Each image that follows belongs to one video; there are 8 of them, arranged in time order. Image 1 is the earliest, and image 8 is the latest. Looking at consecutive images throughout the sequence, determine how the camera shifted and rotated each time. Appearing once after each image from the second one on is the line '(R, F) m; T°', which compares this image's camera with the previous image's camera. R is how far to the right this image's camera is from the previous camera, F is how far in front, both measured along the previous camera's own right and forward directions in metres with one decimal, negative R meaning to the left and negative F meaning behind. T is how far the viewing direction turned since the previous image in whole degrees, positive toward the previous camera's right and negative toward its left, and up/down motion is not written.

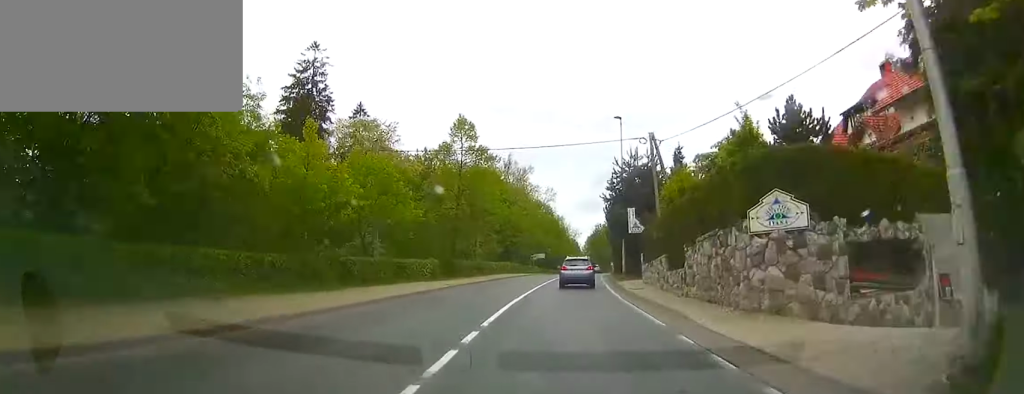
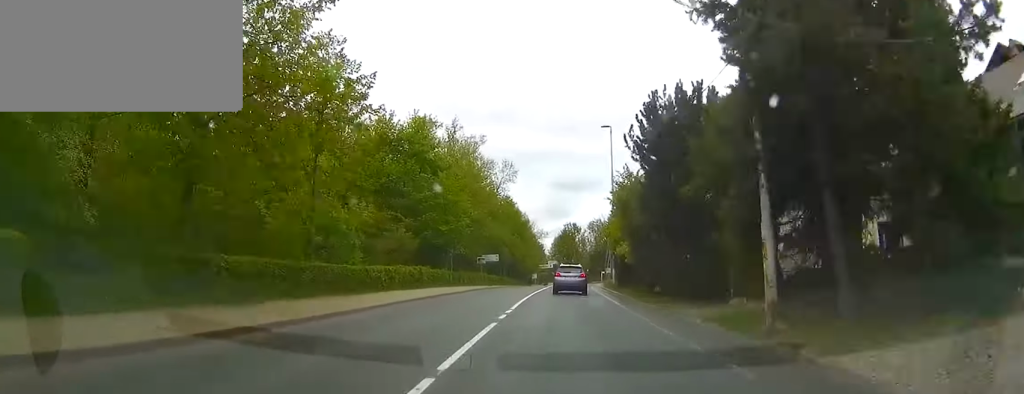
(+0.8, +28.7) m; +3°
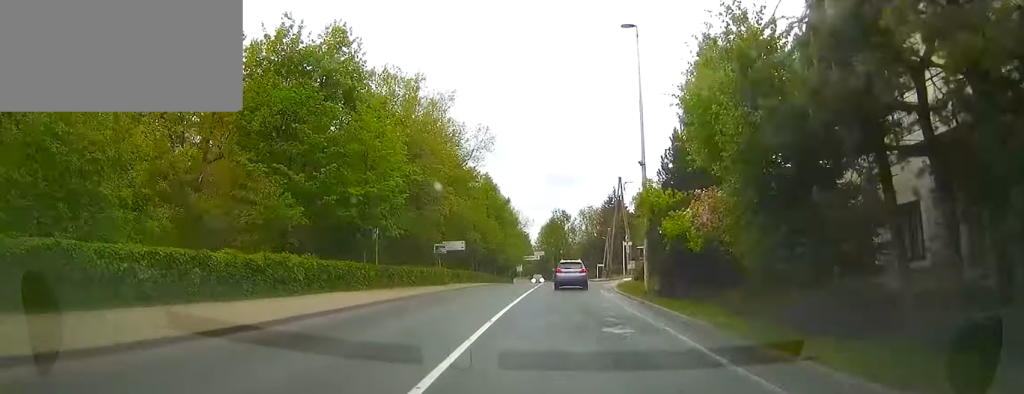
(+0.1, +16.3) m; +1°
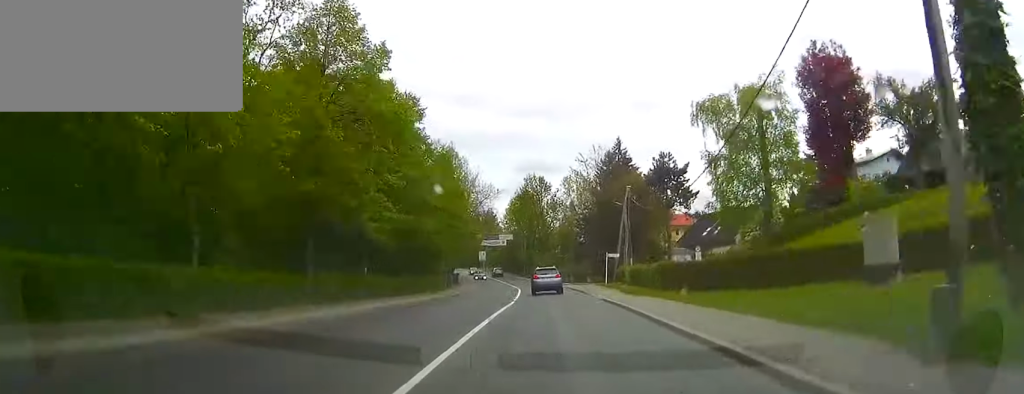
(+0.9, +42.9) m; +2°
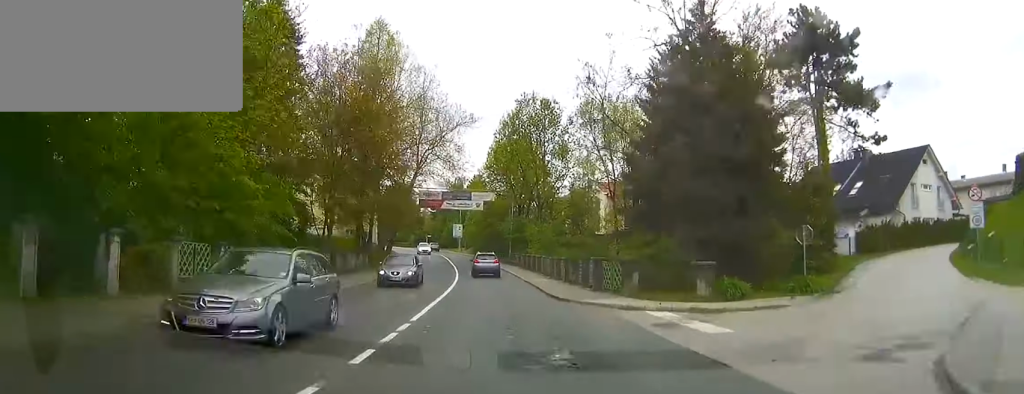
(+0.3, +43.3) m; -2°
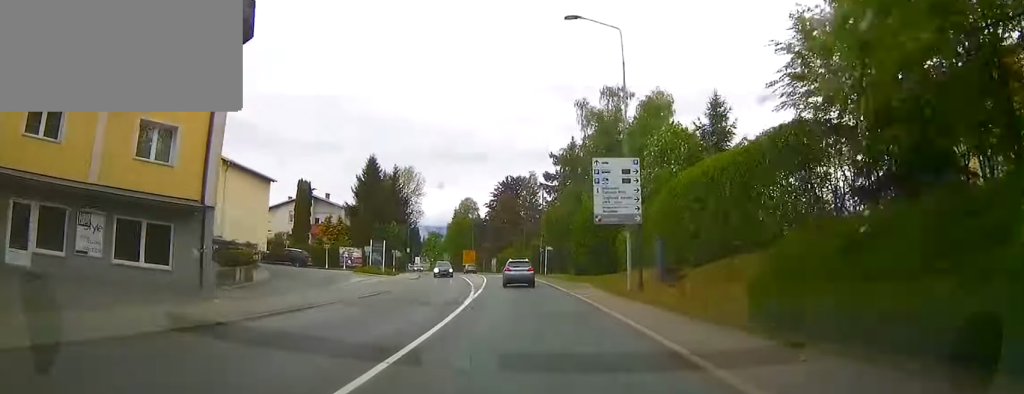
(-5.7, +77.4) m; -11°
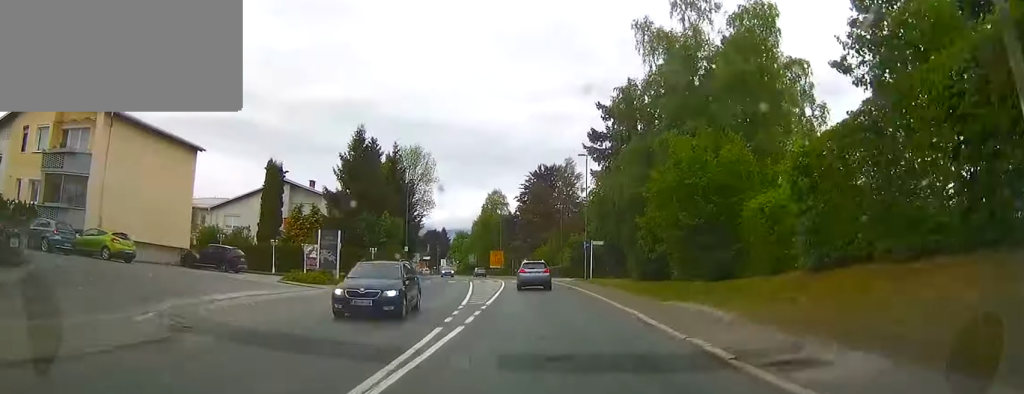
(-0.9, +17.8) m; -4°
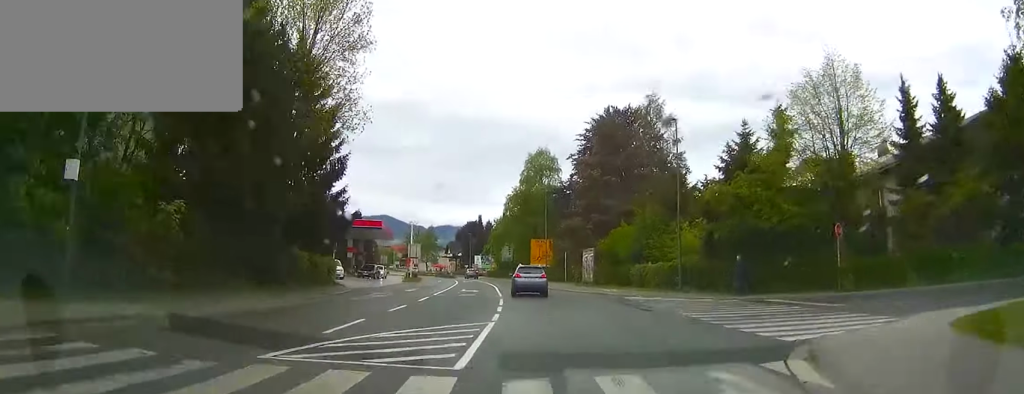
(-3.2, +44.9) m; -7°
